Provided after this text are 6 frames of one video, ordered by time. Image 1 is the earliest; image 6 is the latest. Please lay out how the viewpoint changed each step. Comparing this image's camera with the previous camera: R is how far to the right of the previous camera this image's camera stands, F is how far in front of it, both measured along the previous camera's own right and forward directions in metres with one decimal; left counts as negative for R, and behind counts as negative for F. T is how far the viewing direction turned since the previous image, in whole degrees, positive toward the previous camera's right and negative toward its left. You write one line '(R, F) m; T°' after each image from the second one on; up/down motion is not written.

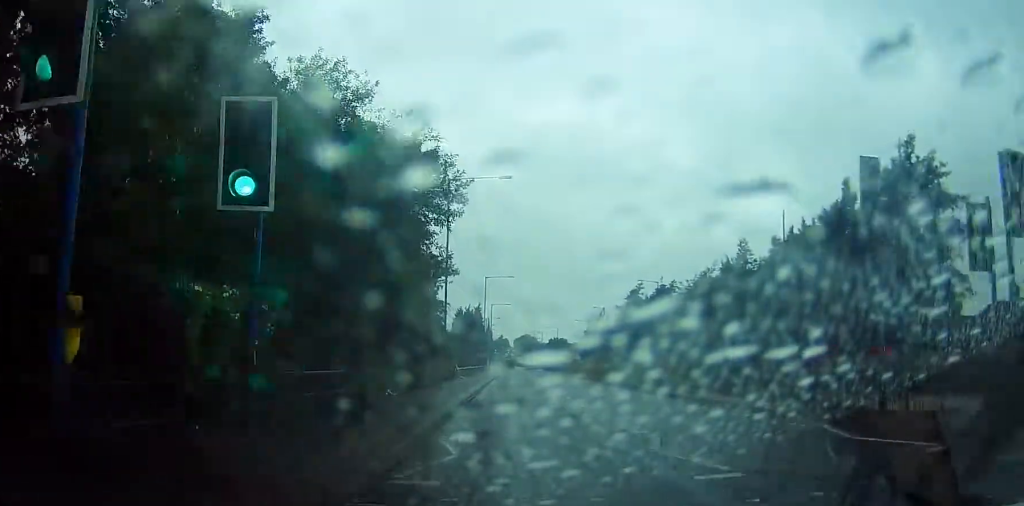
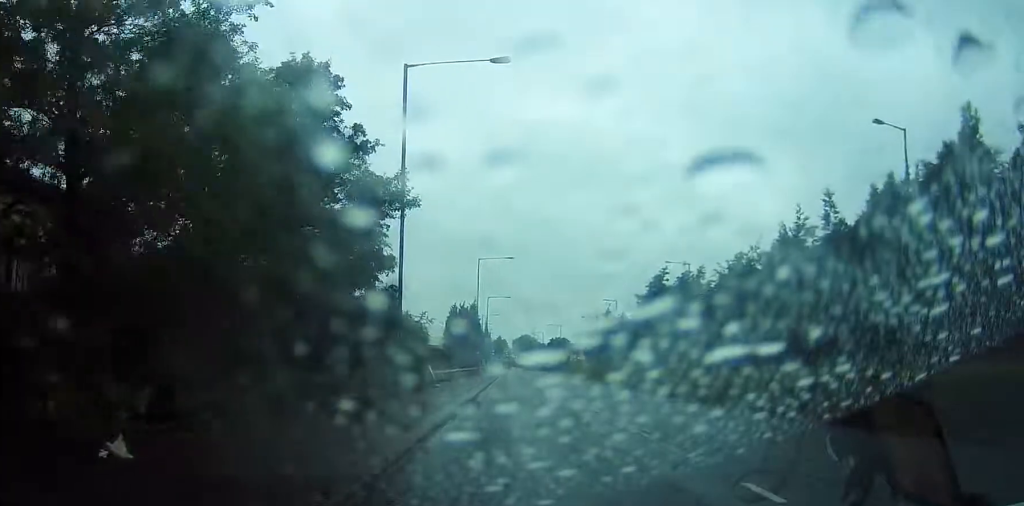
(+0.2, +16.9) m; +1°
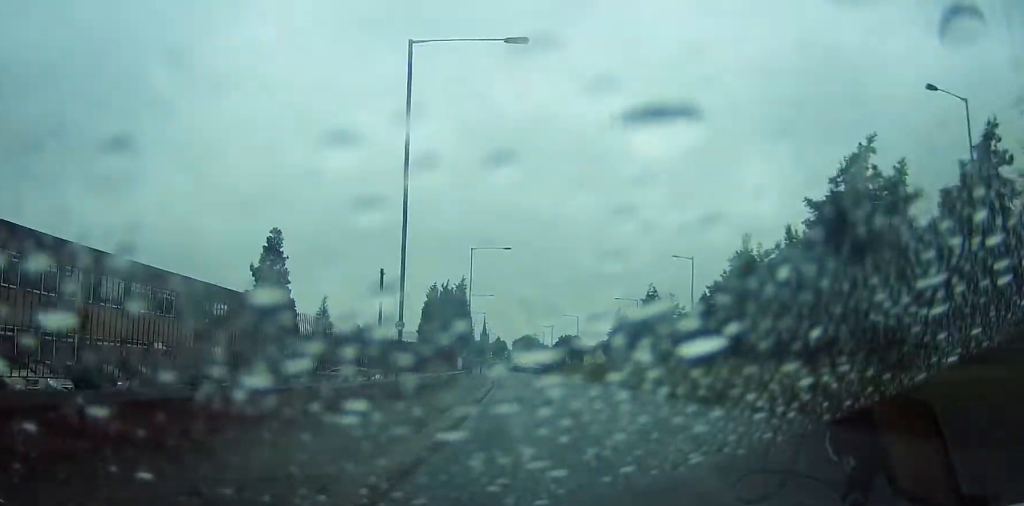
(-0.4, +49.8) m; 0°
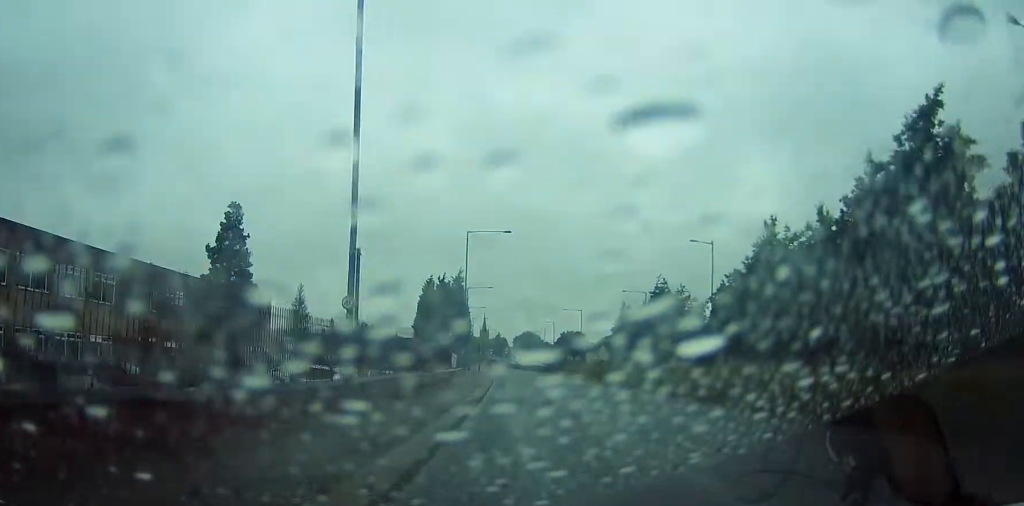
(-0.2, +6.9) m; 0°
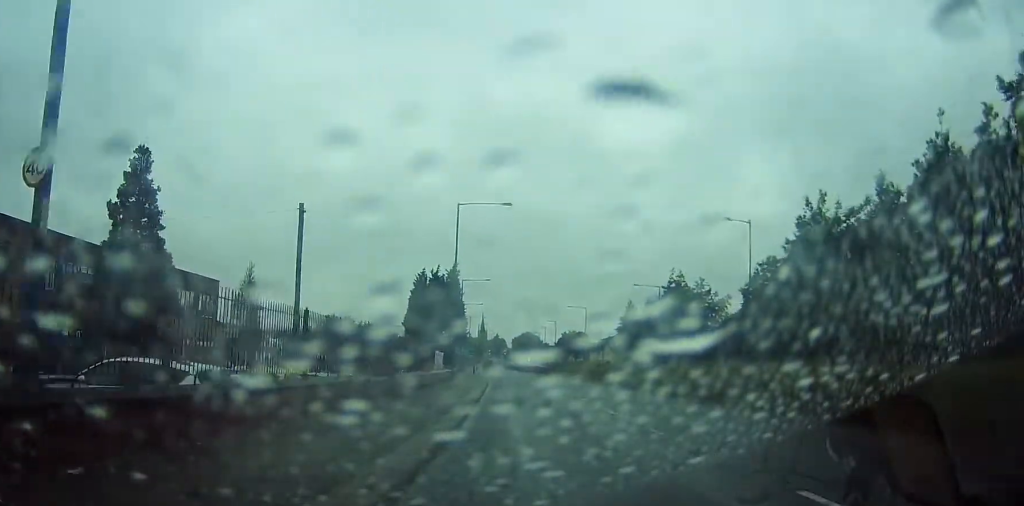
(-0.2, +10.4) m; 0°
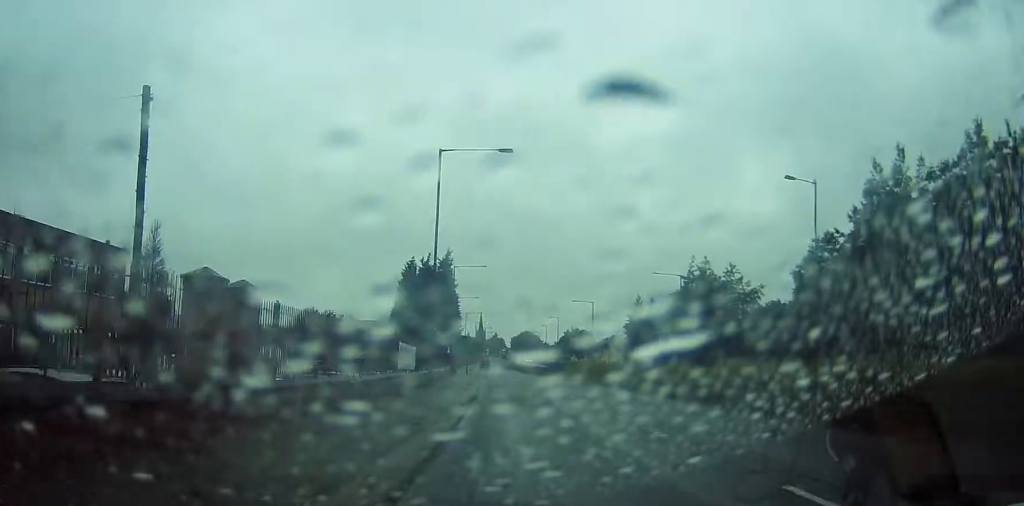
(+0.2, +12.3) m; 0°
